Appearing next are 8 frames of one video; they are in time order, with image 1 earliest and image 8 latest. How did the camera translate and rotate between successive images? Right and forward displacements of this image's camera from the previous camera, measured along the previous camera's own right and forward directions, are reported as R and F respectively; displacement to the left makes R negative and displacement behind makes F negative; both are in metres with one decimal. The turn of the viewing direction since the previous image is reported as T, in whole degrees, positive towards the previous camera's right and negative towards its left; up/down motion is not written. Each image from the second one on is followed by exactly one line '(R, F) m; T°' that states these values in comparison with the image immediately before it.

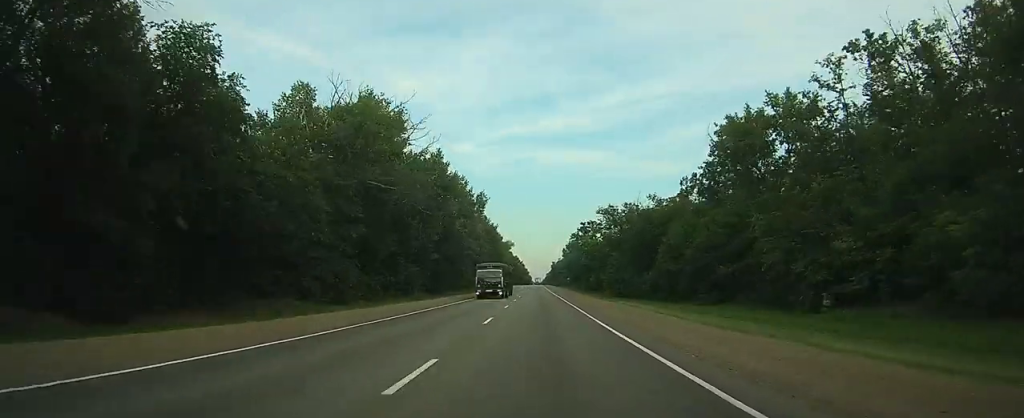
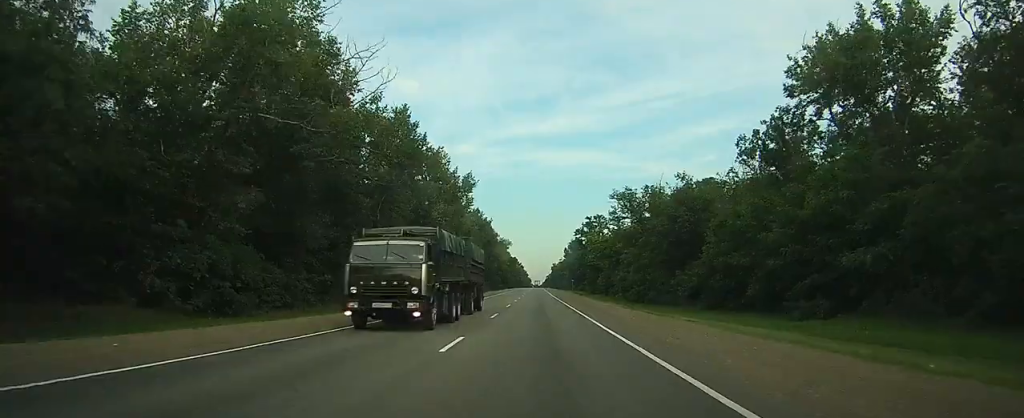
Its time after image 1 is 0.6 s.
(0.0, +20.1) m; 0°
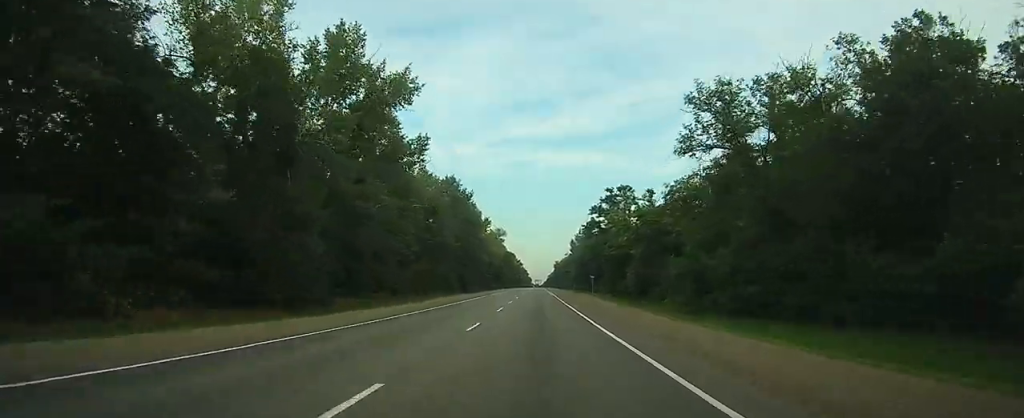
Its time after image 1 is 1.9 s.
(-0.1, +43.3) m; 0°
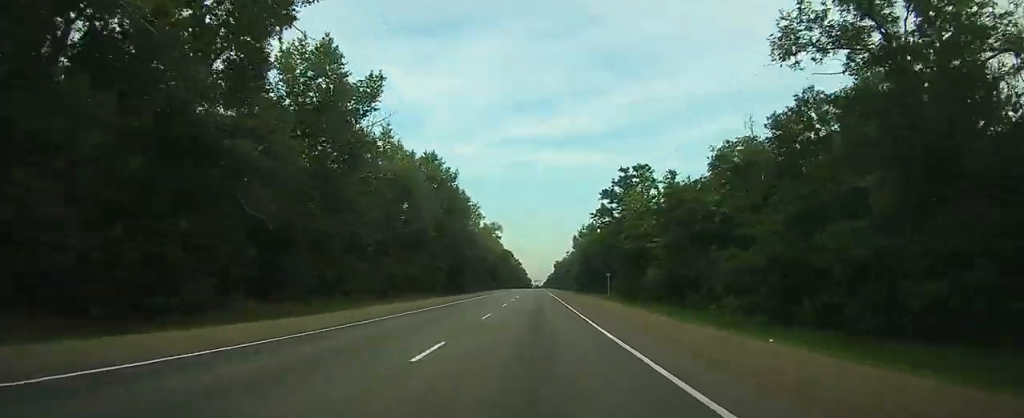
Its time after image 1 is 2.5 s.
(0.0, +18.8) m; 0°
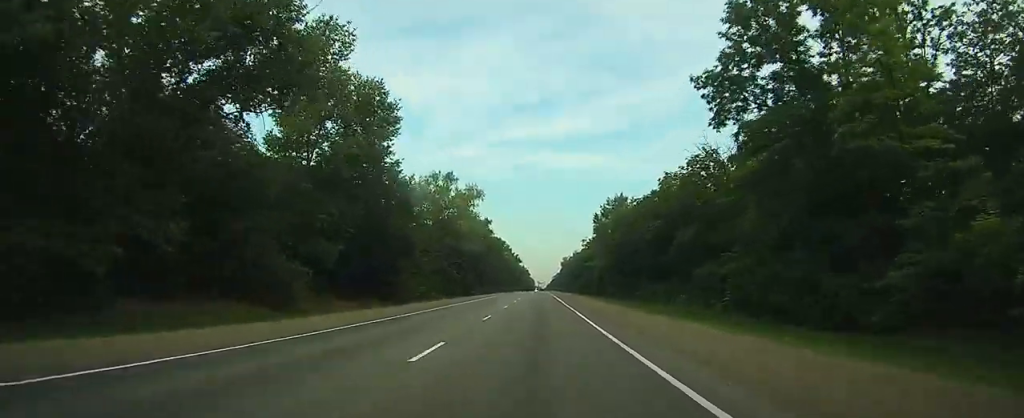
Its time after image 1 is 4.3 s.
(-0.3, +60.4) m; -1°
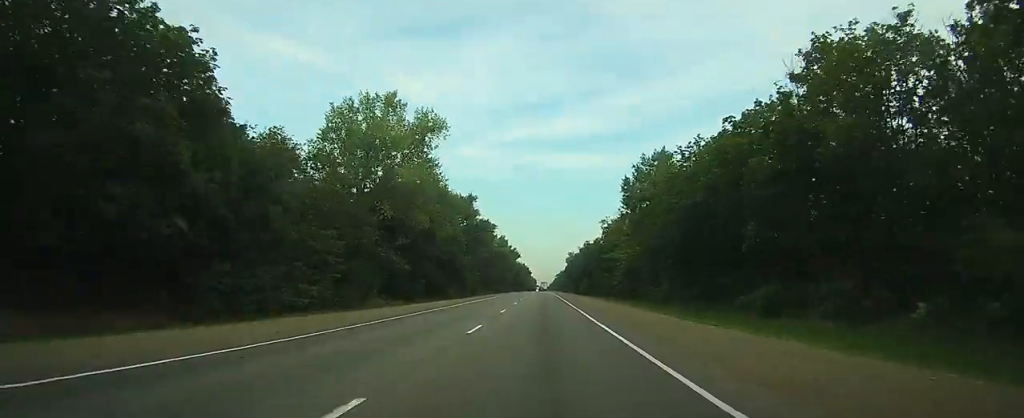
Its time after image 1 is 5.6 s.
(-0.2, +42.7) m; 0°
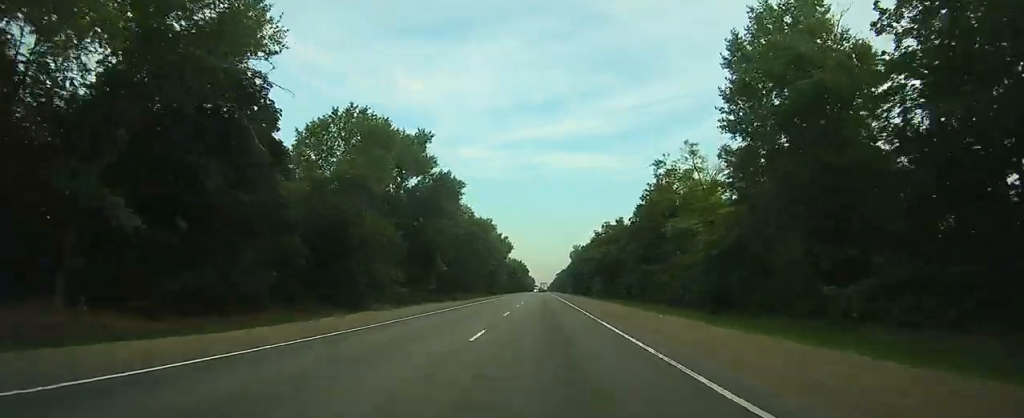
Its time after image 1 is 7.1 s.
(+0.2, +50.4) m; 0°
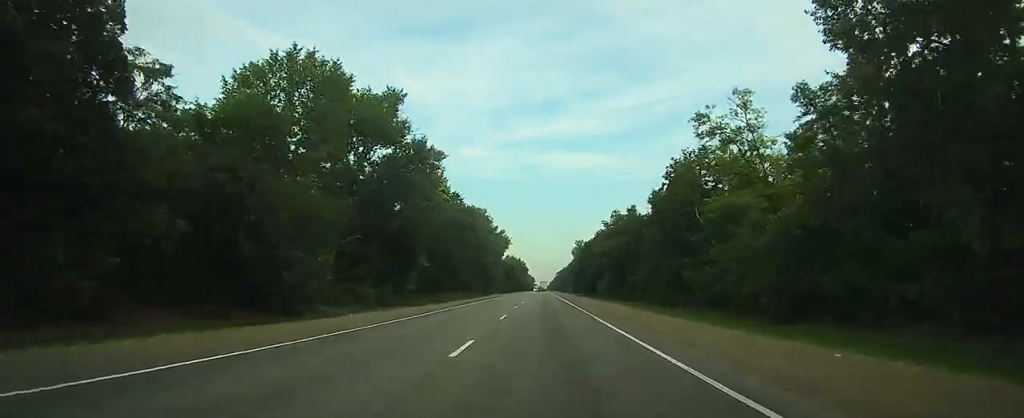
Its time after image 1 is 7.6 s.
(0.0, +15.3) m; 0°
